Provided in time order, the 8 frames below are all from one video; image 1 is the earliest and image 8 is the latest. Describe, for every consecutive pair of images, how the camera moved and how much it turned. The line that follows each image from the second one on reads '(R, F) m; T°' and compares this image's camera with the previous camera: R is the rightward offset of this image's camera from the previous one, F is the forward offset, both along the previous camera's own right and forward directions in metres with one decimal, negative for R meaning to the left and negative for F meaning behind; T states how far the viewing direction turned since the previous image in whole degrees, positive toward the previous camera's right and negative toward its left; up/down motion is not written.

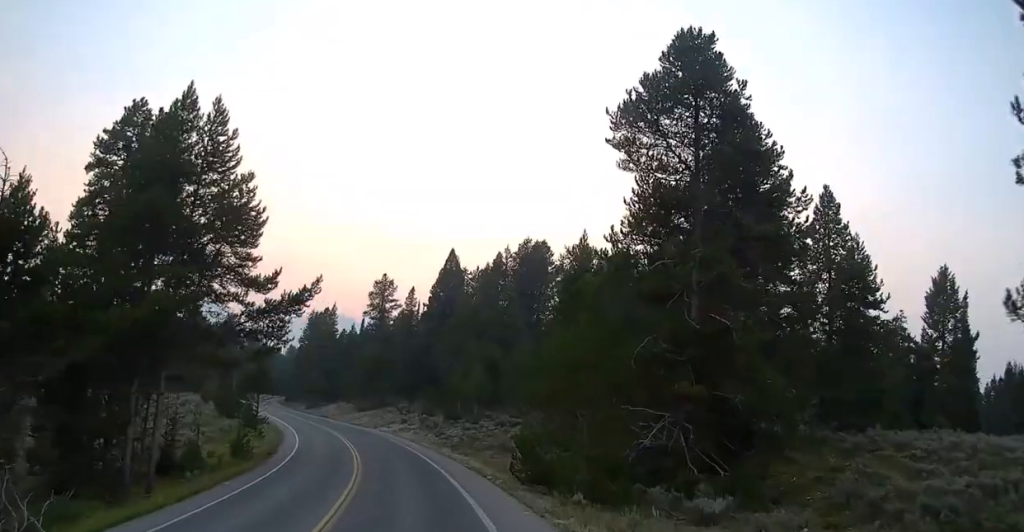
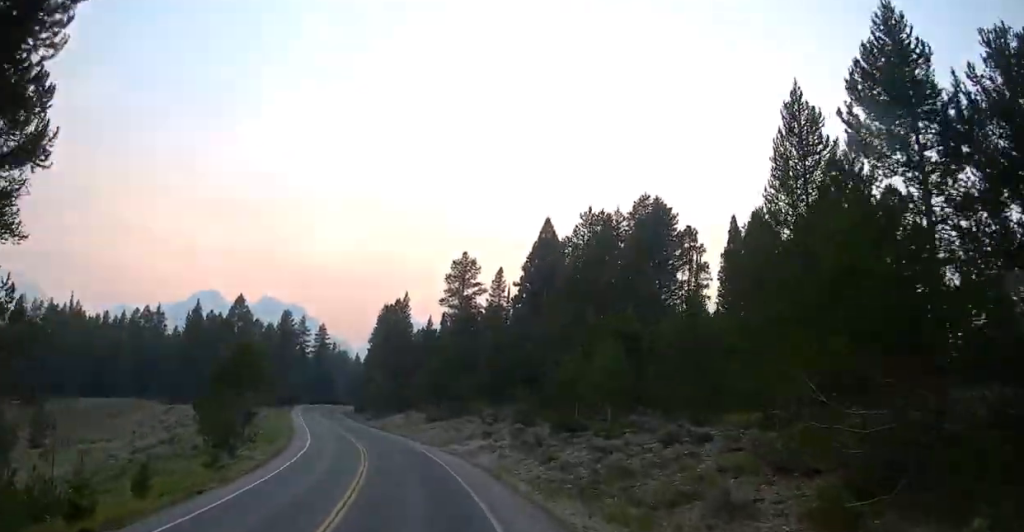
(-1.5, +25.1) m; -7°
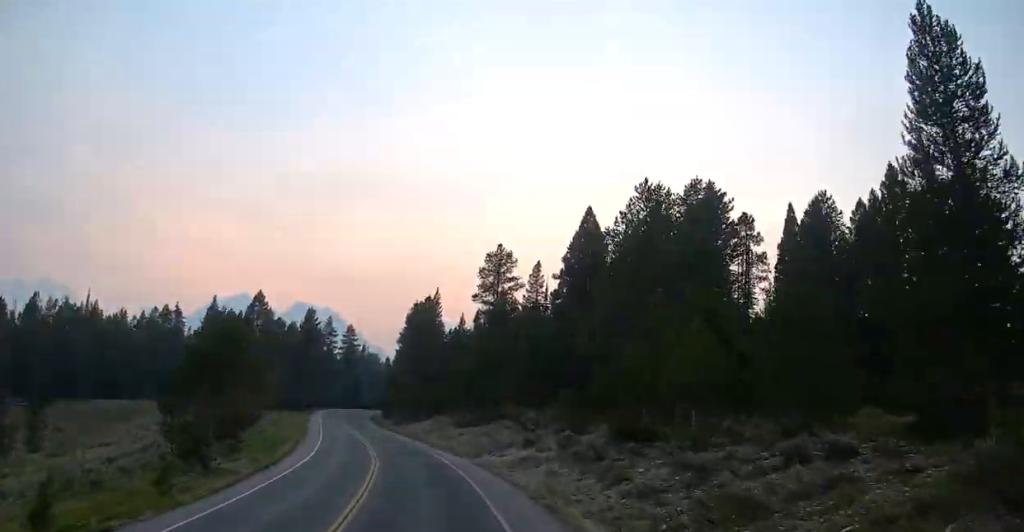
(-0.2, +7.8) m; -3°
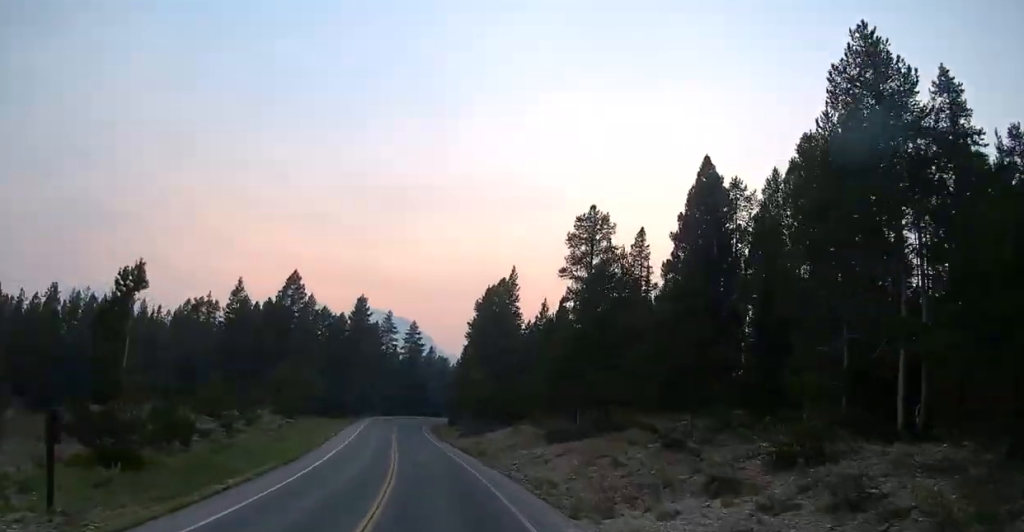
(-1.4, +20.4) m; -7°
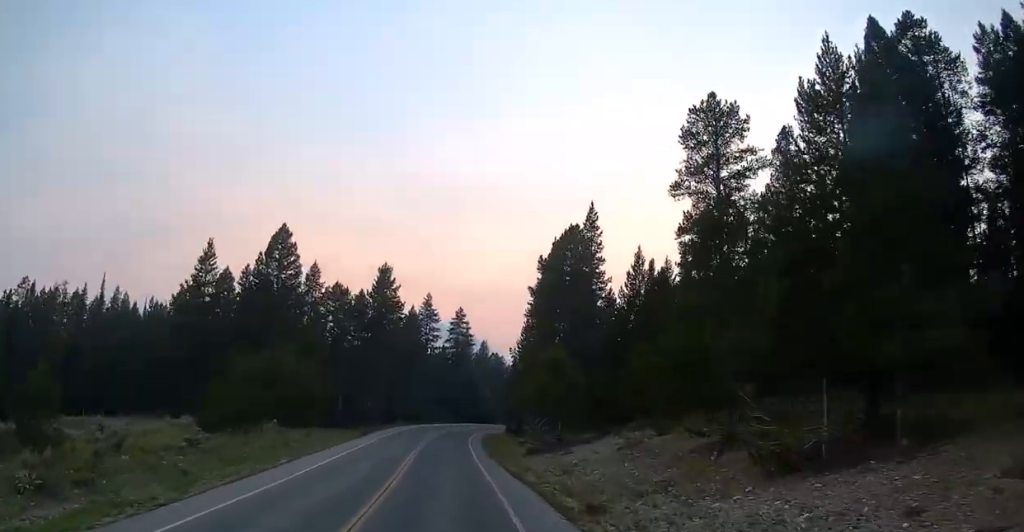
(-1.0, +26.3) m; +2°
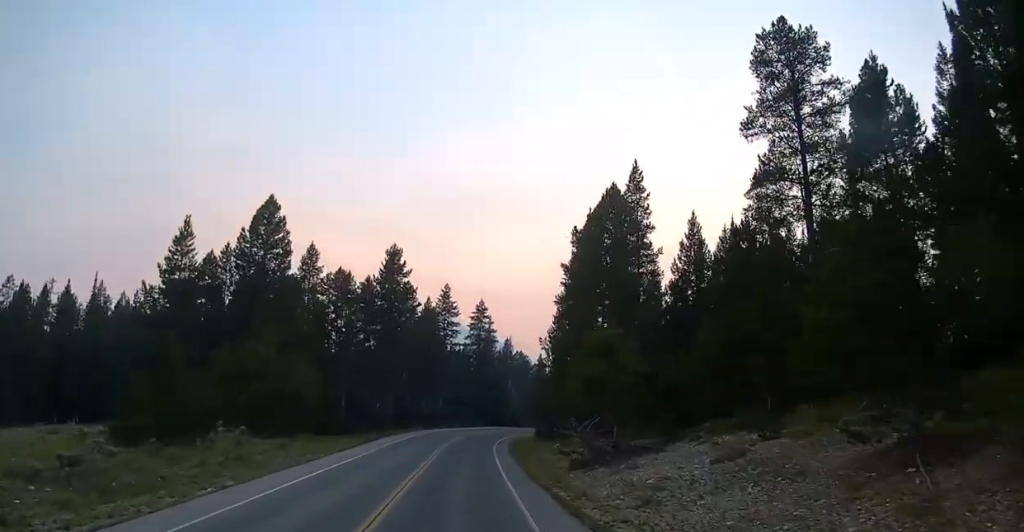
(+0.3, +10.8) m; -2°
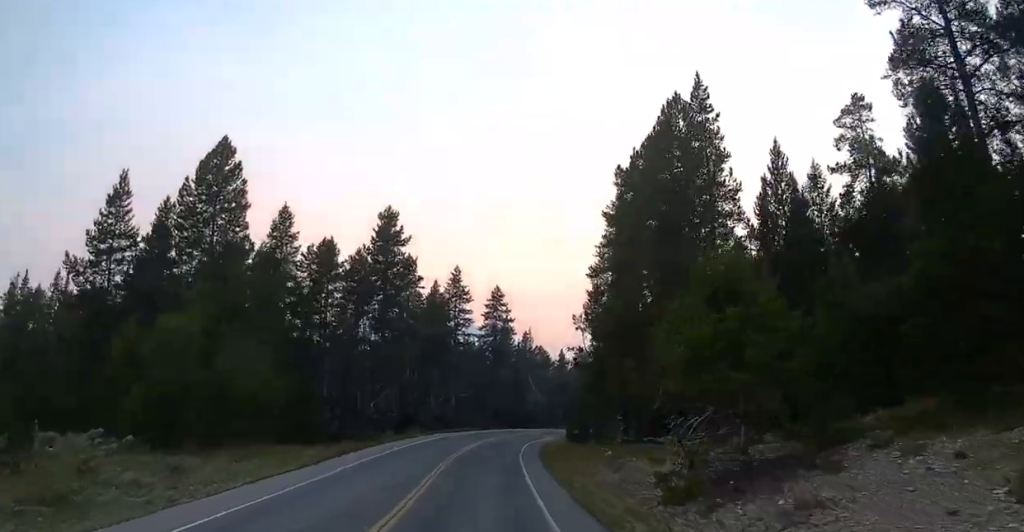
(+0.9, +14.1) m; -7°
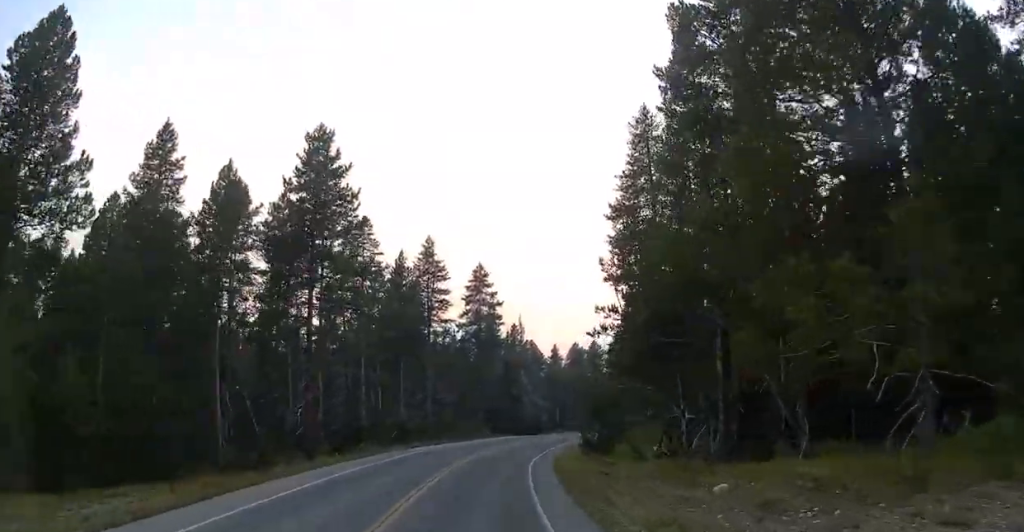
(-3.7, +17.0) m; -1°
